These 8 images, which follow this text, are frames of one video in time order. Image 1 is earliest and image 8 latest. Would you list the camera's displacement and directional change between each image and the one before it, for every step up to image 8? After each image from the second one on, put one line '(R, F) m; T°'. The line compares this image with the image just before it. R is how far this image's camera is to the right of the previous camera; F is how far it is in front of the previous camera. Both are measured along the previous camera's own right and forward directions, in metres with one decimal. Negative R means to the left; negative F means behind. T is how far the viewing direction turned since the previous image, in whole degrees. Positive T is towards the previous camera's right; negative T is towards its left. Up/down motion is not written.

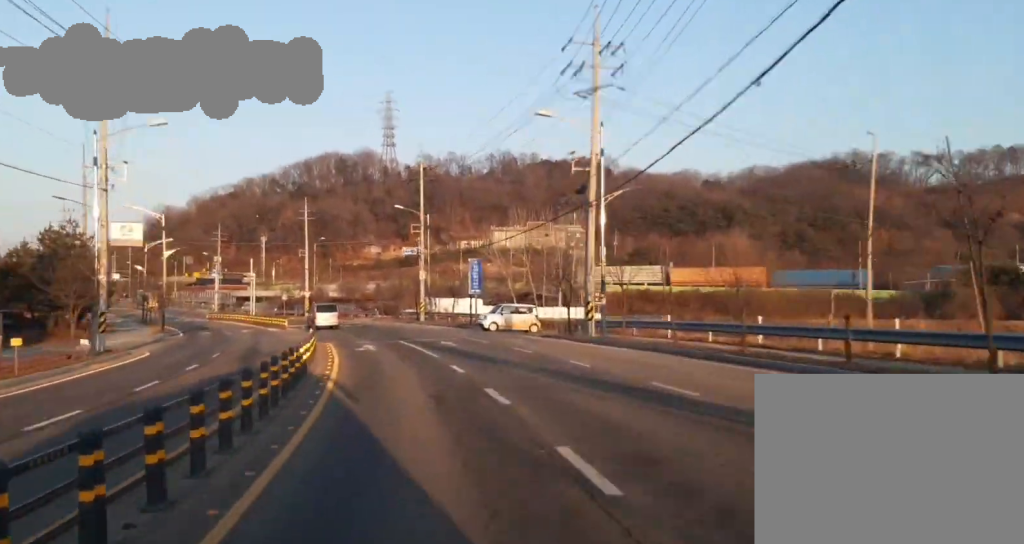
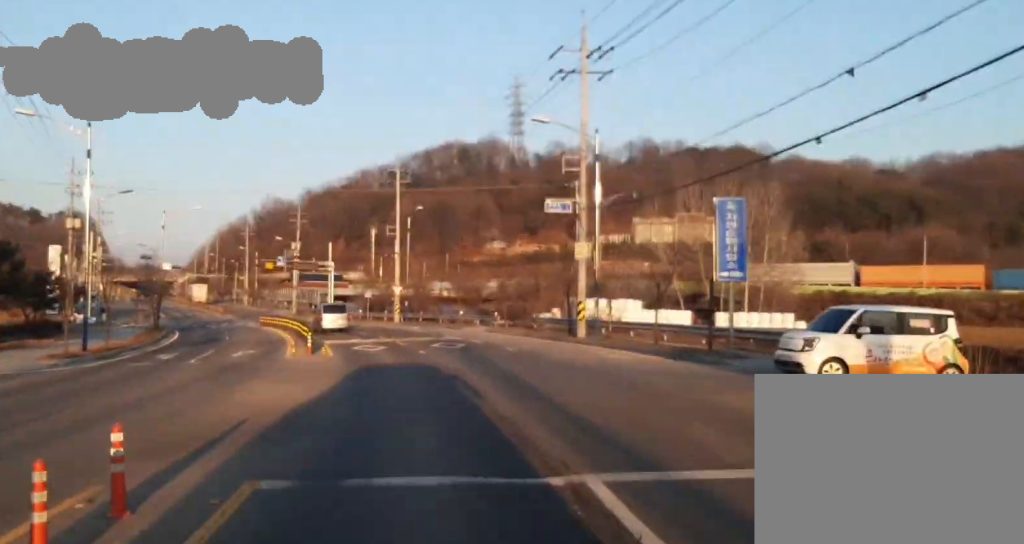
(-2.1, +36.3) m; -7°
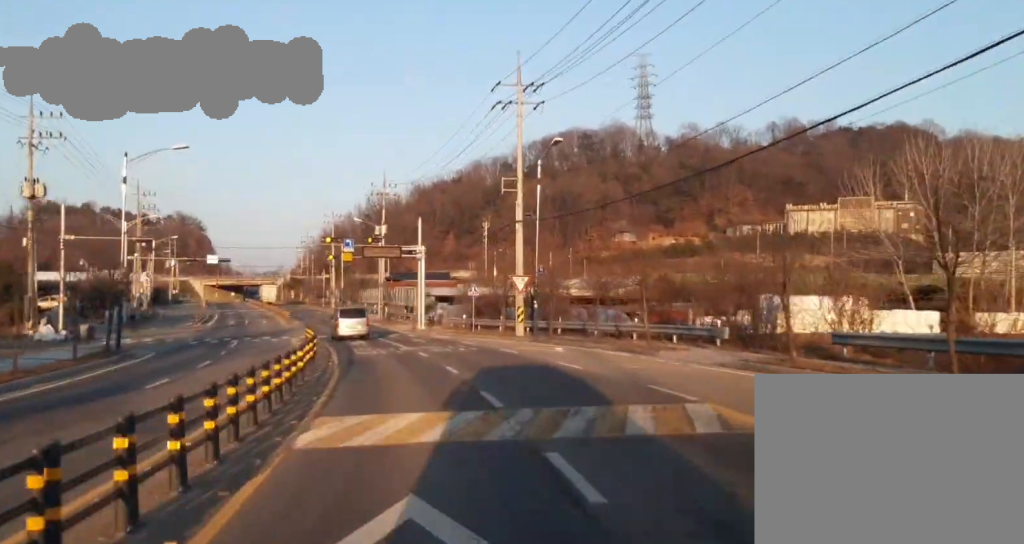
(-1.5, +32.6) m; -7°
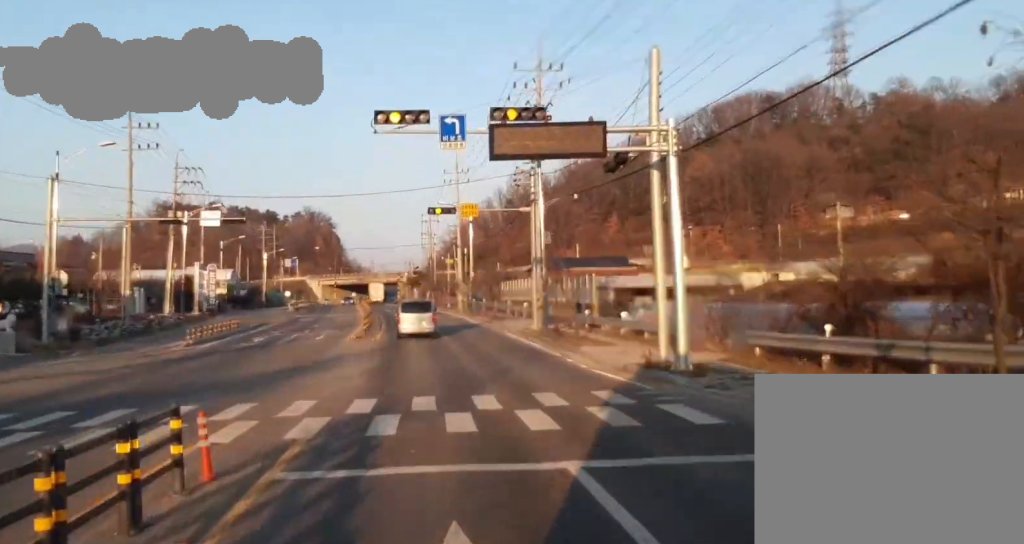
(-4.0, +44.8) m; -9°
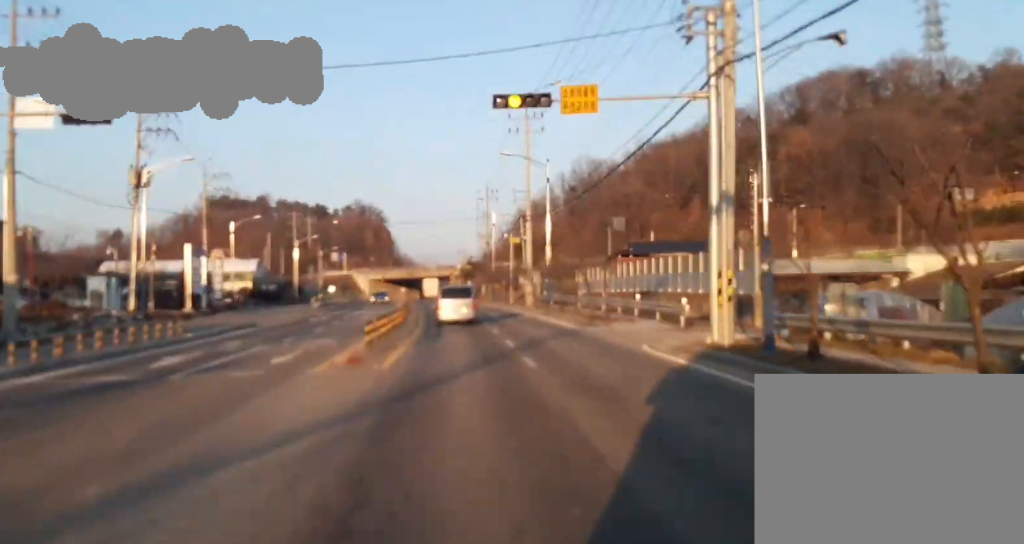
(-1.2, +25.7) m; -4°
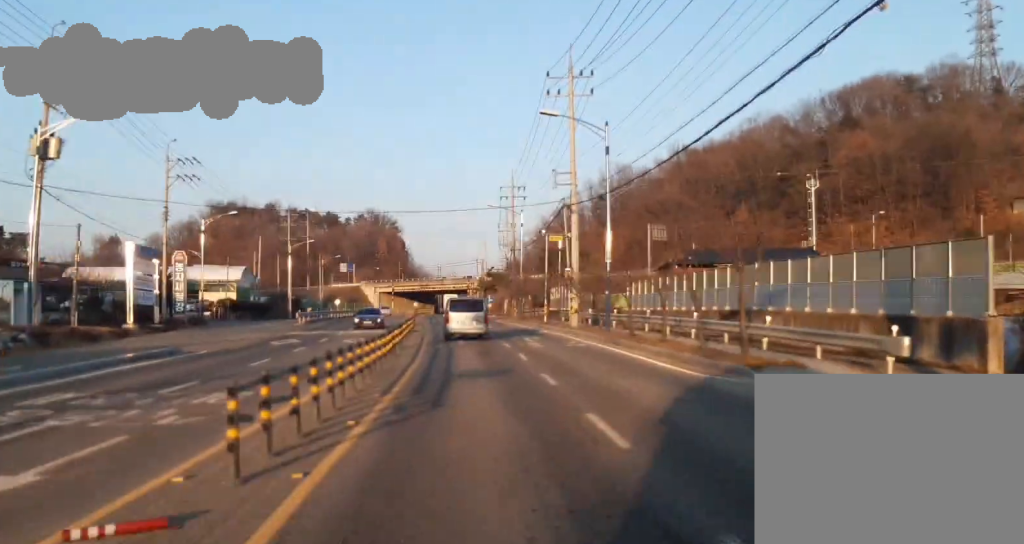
(-0.4, +16.6) m; -2°
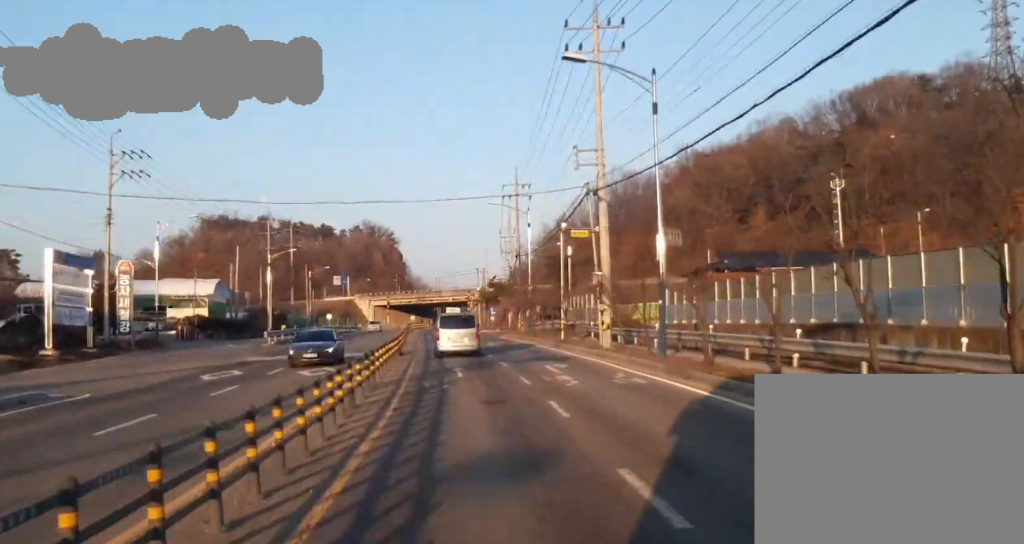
(-0.1, +11.0) m; -1°
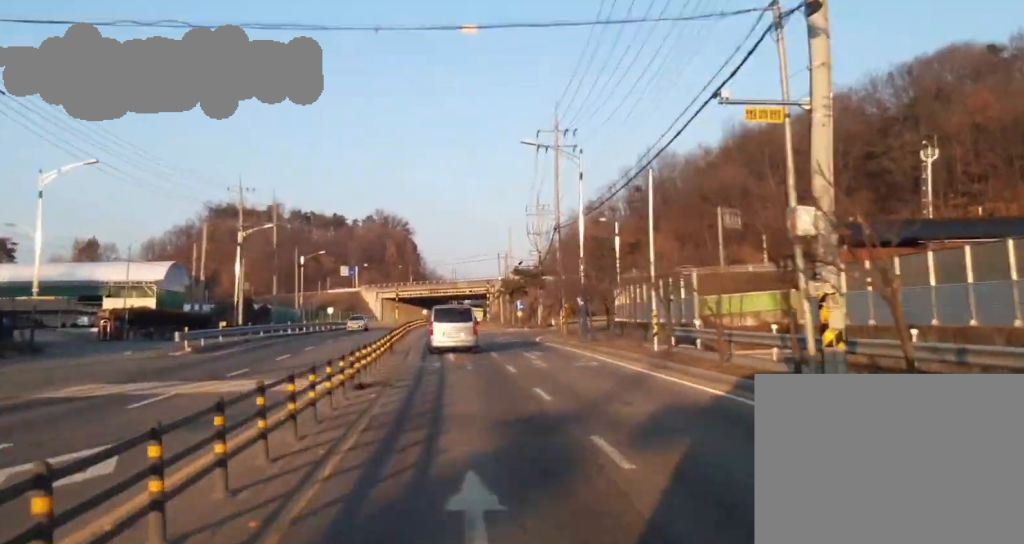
(-0.3, +23.0) m; -1°
